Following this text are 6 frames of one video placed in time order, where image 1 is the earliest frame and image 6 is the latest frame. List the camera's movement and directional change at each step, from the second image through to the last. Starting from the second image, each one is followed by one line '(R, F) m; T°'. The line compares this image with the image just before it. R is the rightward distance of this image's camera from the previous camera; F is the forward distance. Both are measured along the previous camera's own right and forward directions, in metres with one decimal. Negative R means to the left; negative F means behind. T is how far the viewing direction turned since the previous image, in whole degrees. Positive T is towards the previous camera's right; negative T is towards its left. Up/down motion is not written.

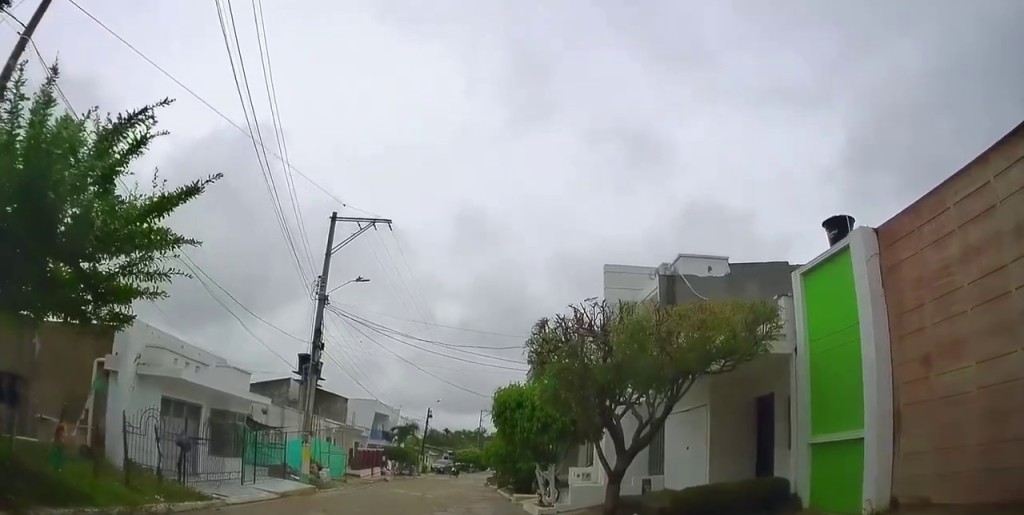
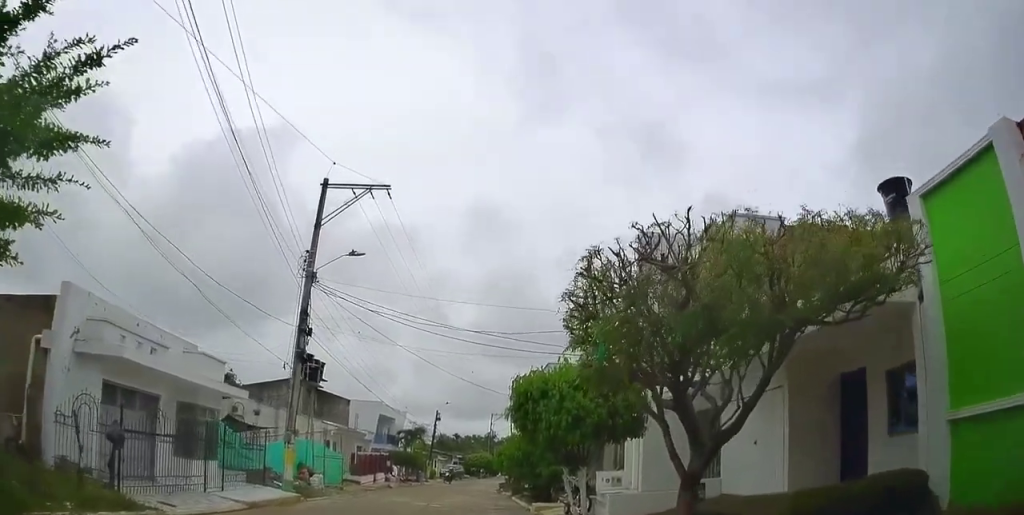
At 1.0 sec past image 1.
(-0.2, +3.1) m; -5°
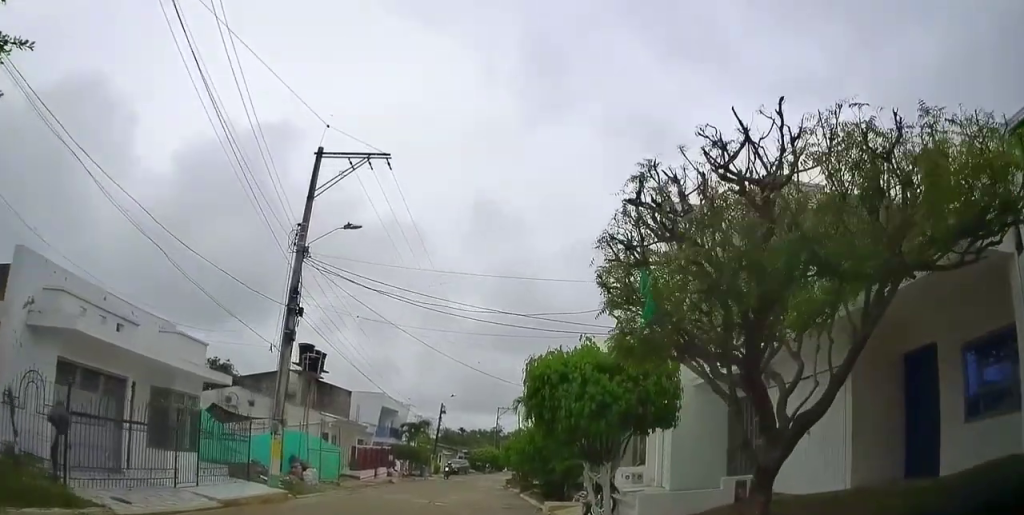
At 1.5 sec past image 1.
(0.0, +1.9) m; -1°
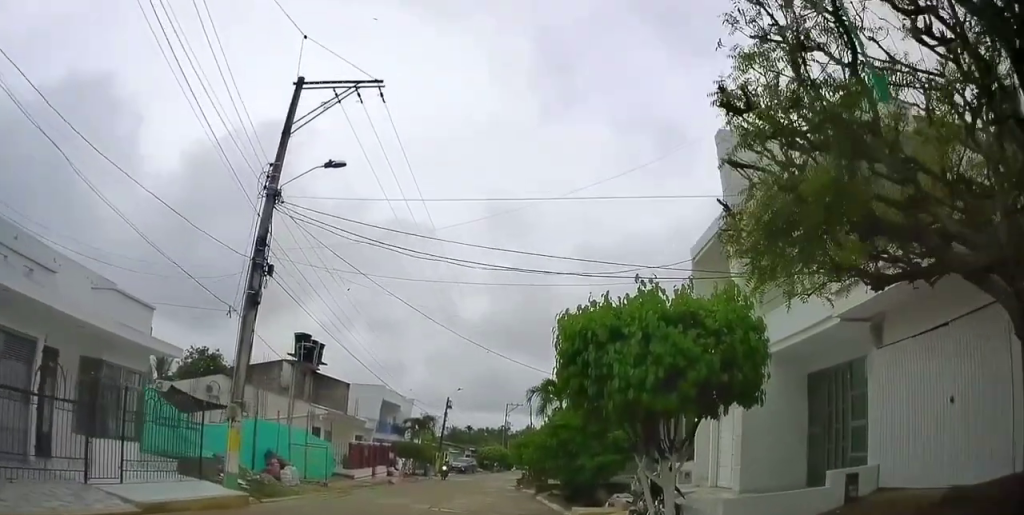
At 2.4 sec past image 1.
(0.0, +3.3) m; -1°
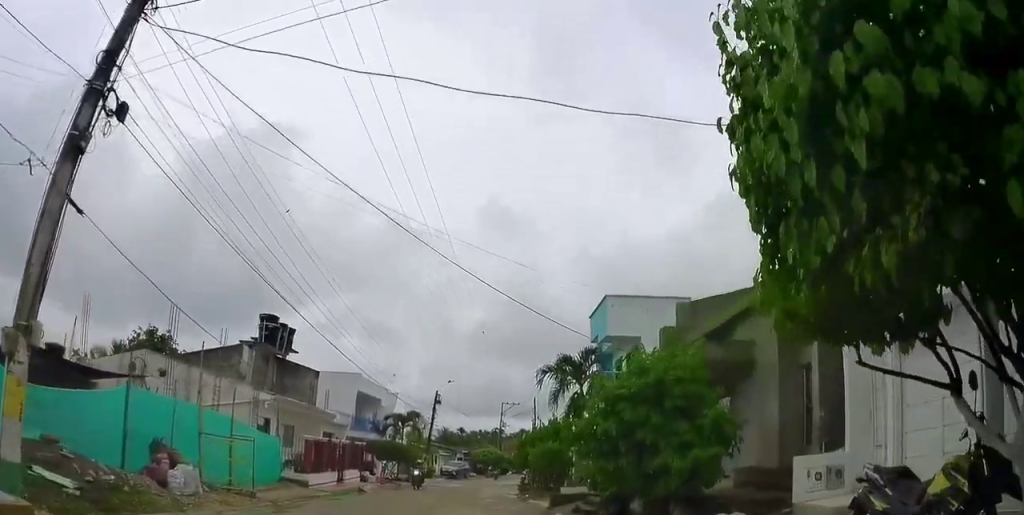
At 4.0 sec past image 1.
(0.0, +6.0) m; 0°
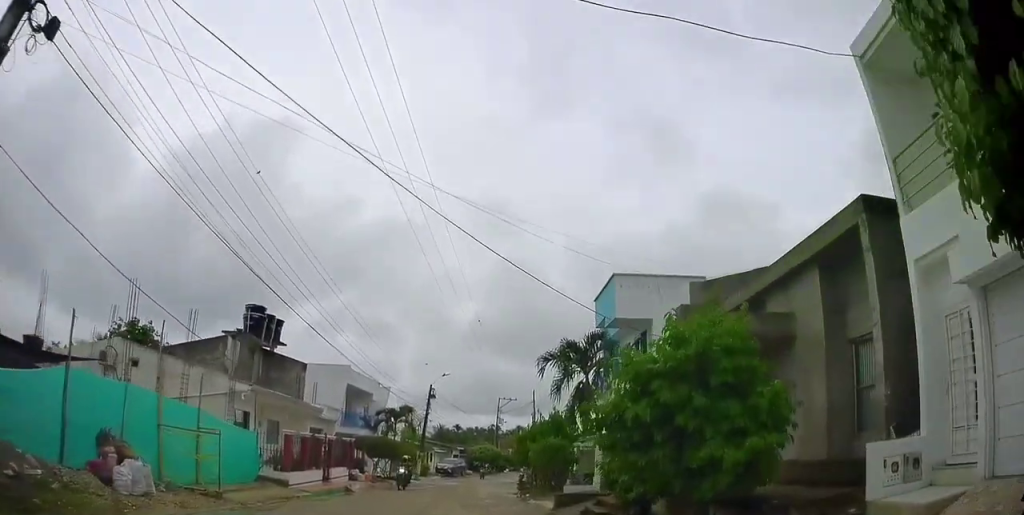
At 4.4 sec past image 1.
(0.0, +1.7) m; 0°
